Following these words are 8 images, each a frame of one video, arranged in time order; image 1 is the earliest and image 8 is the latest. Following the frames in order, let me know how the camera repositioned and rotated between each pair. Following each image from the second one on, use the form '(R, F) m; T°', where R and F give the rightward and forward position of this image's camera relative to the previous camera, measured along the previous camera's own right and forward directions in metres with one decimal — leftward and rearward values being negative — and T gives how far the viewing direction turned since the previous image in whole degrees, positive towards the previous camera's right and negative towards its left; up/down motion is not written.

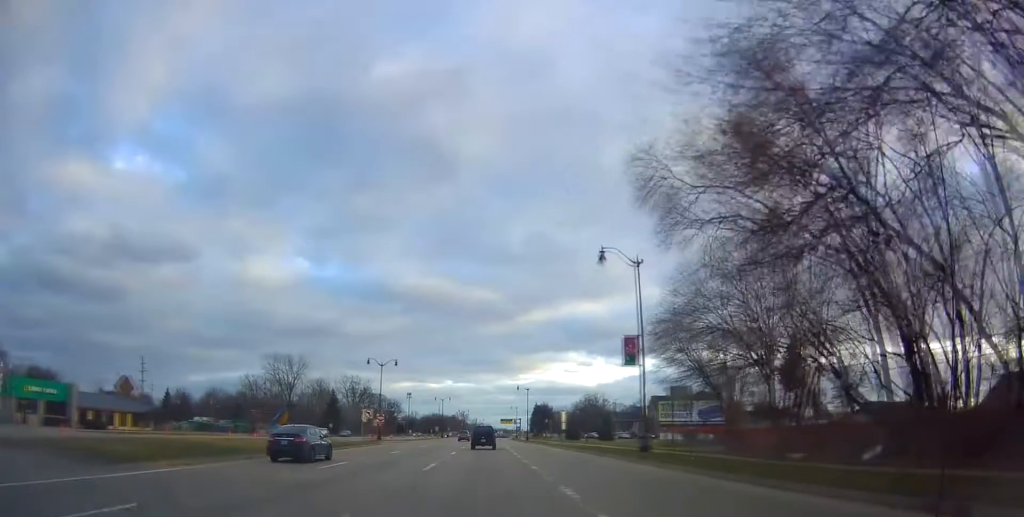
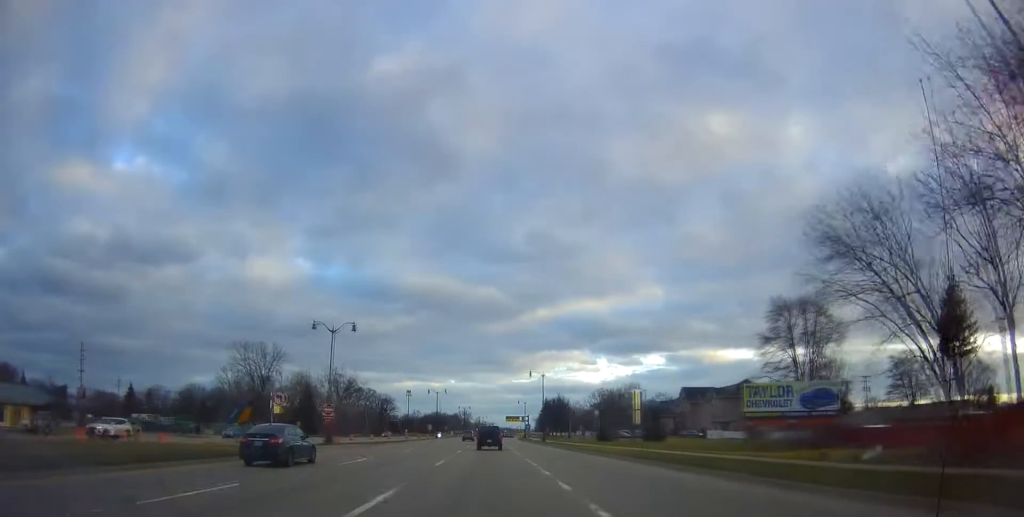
(+0.3, +26.7) m; -1°
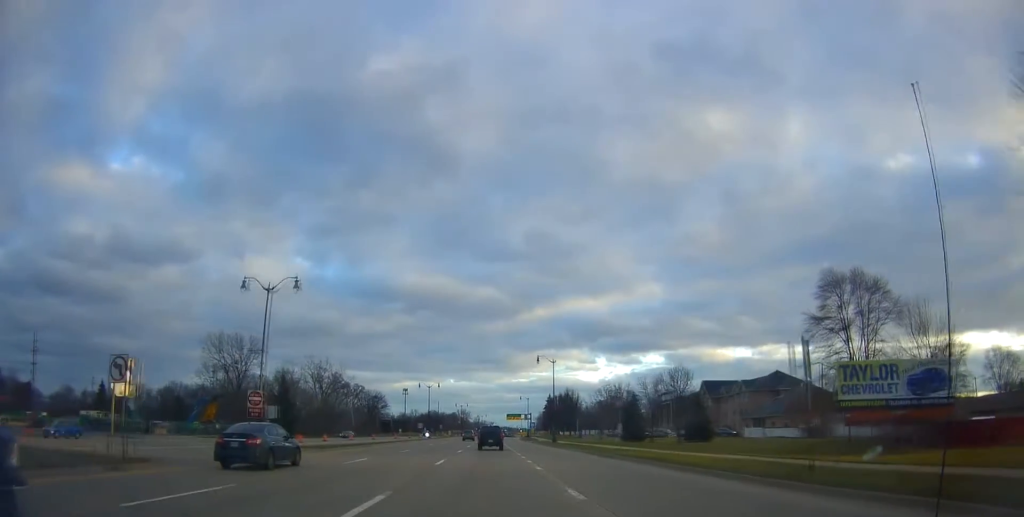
(-0.2, +16.3) m; -2°
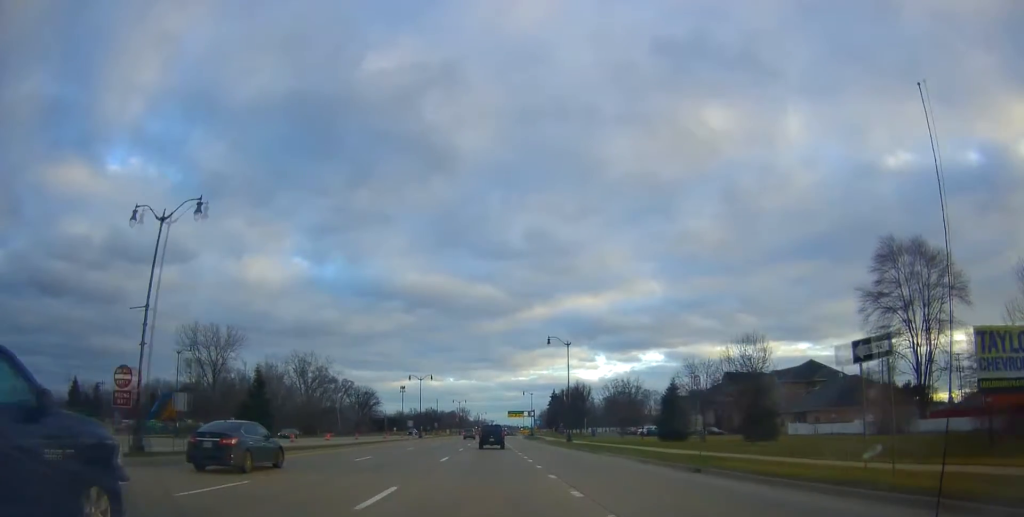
(-0.3, +14.2) m; 0°
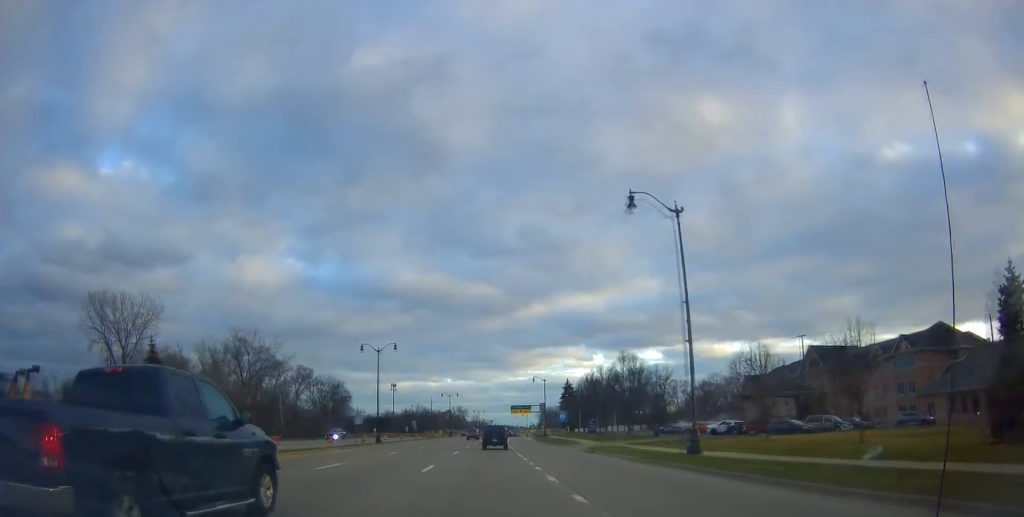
(+0.5, +37.5) m; +1°
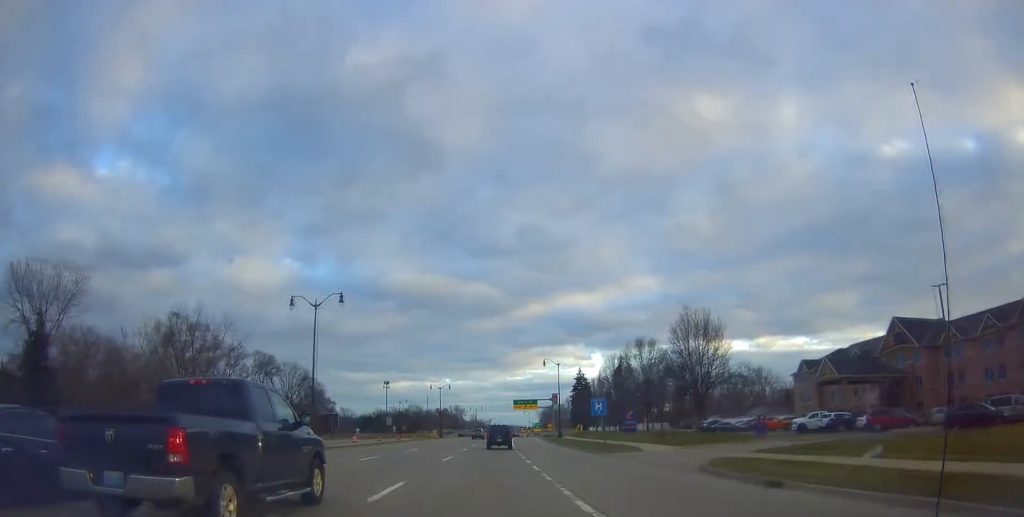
(-0.3, +23.6) m; 0°
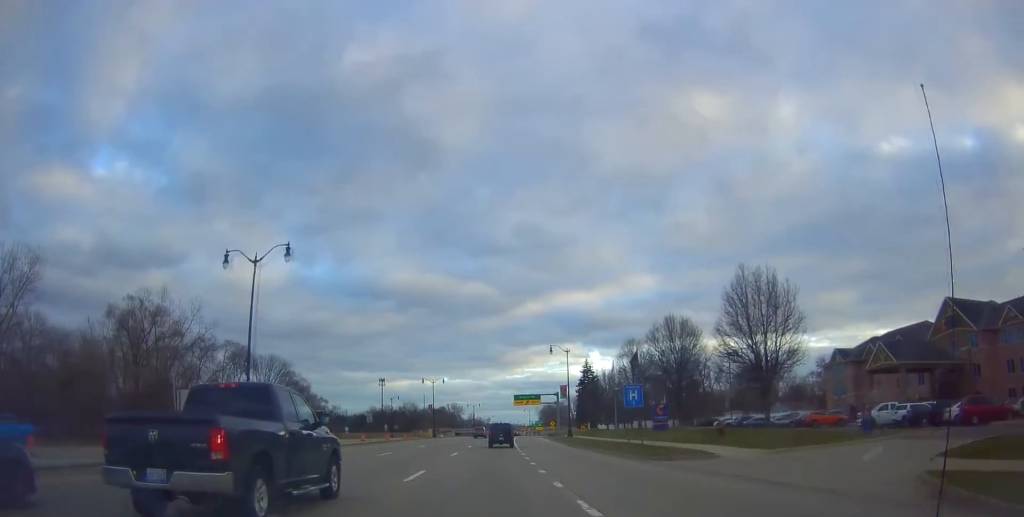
(-0.1, +11.5) m; 0°
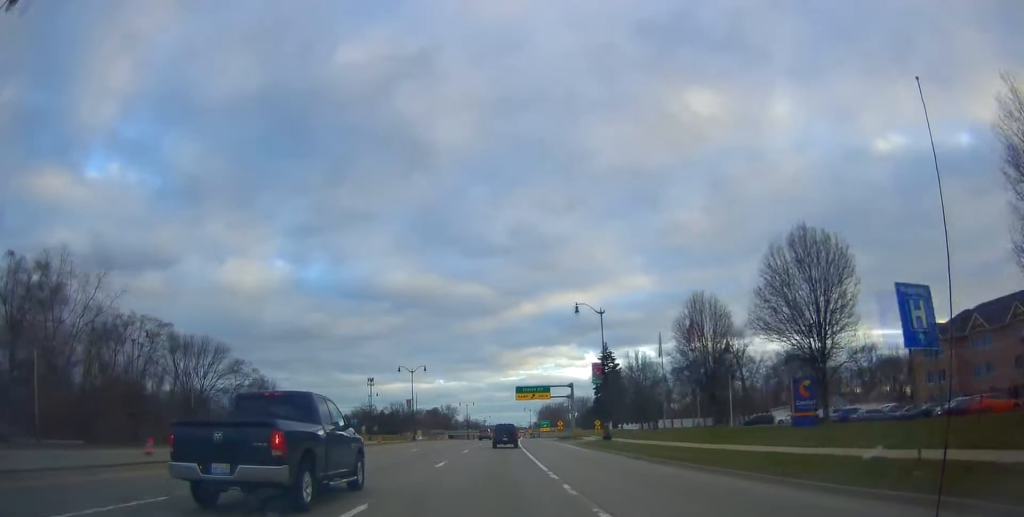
(+0.4, +24.3) m; -1°
